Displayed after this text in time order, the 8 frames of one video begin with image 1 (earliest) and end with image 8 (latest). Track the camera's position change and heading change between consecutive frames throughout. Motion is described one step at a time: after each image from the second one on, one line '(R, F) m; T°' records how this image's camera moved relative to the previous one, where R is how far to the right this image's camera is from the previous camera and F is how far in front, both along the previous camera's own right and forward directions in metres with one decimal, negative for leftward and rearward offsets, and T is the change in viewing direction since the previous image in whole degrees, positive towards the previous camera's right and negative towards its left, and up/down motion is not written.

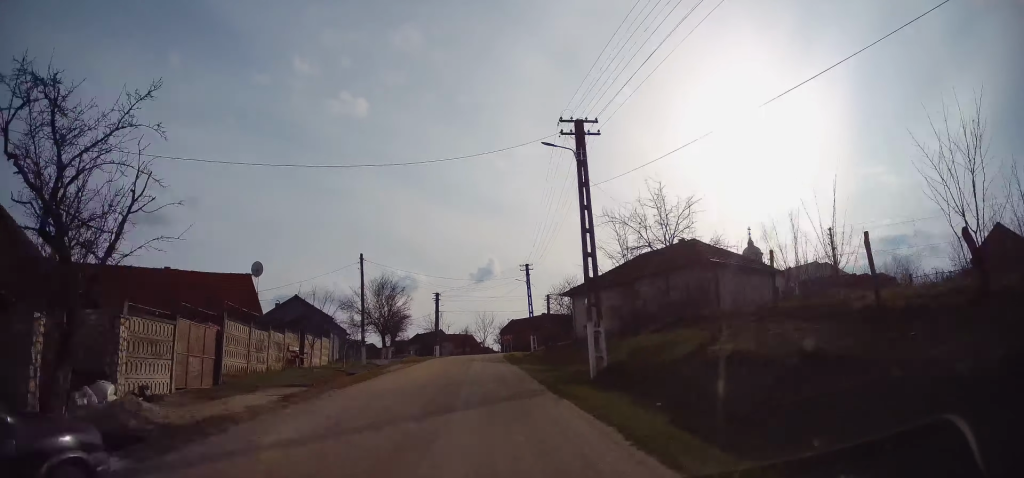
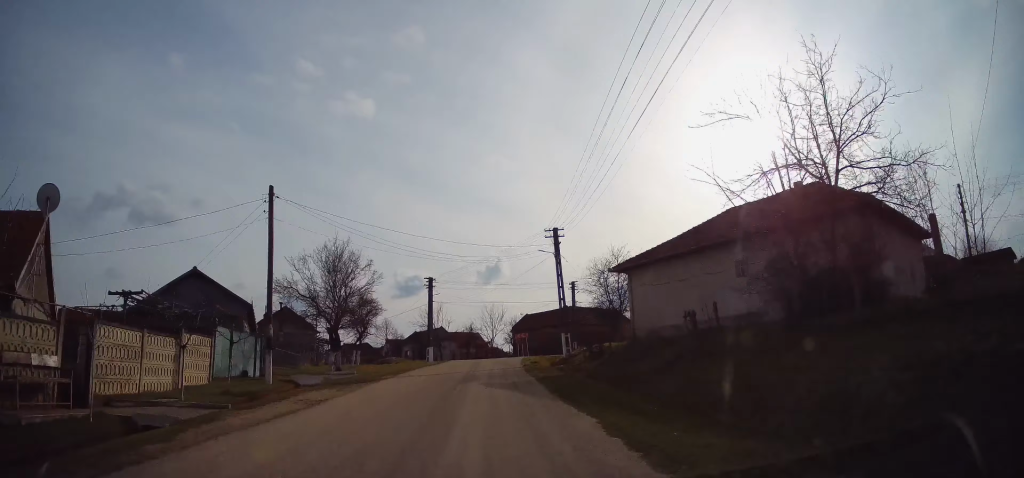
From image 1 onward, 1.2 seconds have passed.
(-0.2, +16.1) m; -2°
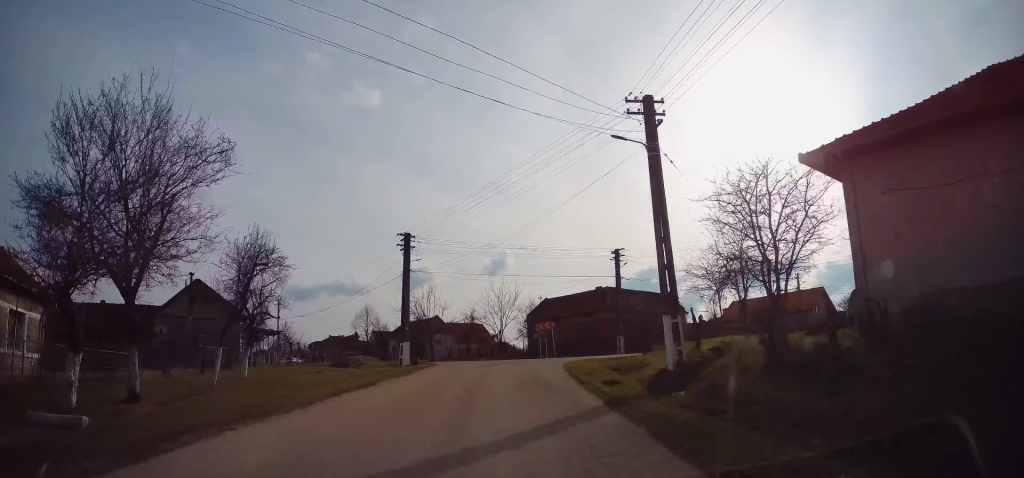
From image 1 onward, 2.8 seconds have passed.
(-0.3, +19.5) m; 0°
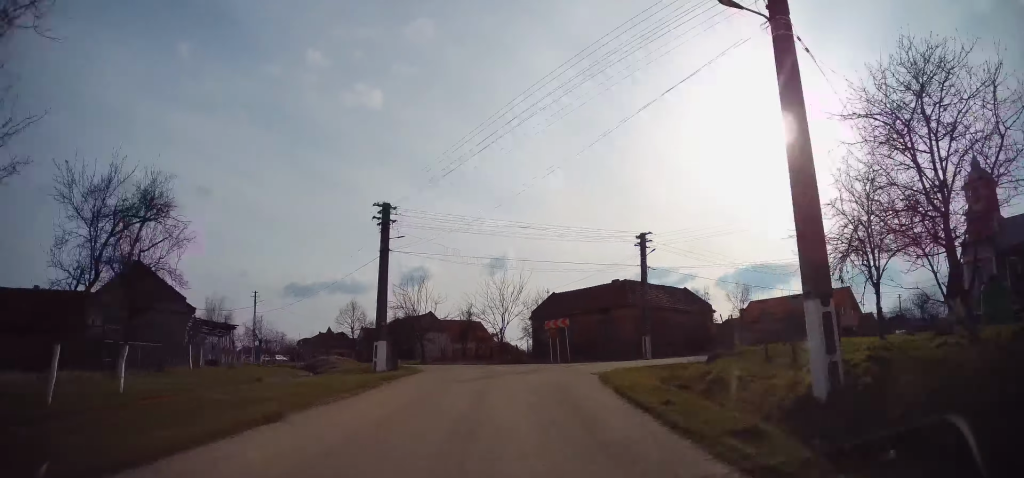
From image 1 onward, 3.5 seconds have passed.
(+0.2, +7.4) m; 0°
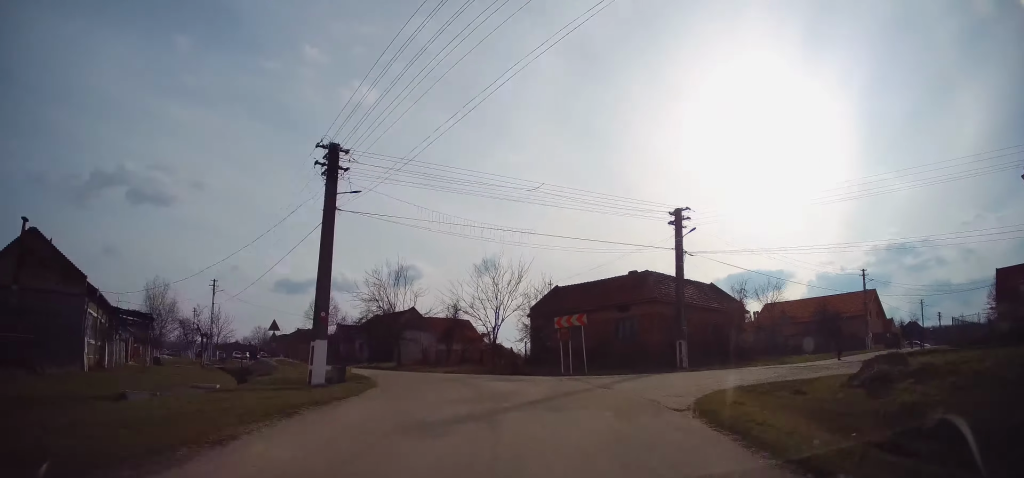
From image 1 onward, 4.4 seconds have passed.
(-0.2, +8.3) m; +2°
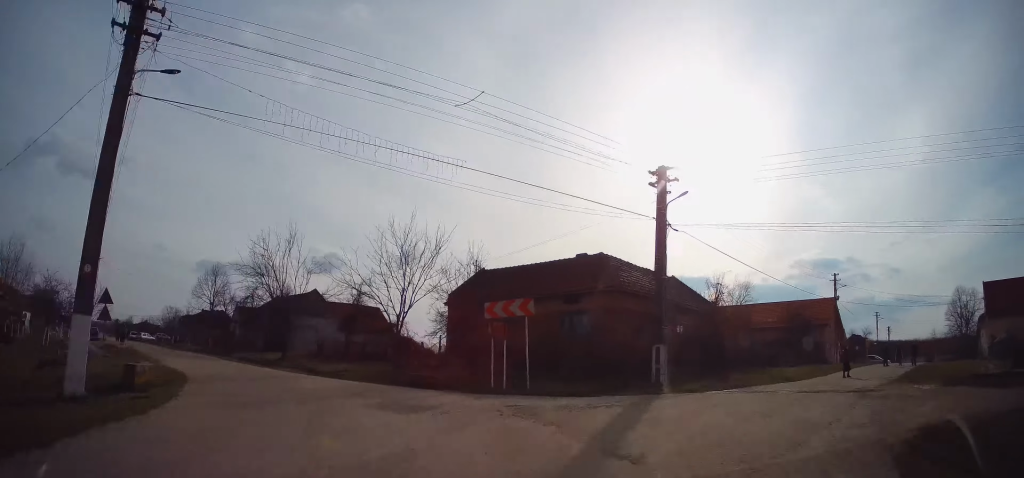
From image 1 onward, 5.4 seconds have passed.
(+0.5, +8.5) m; +7°
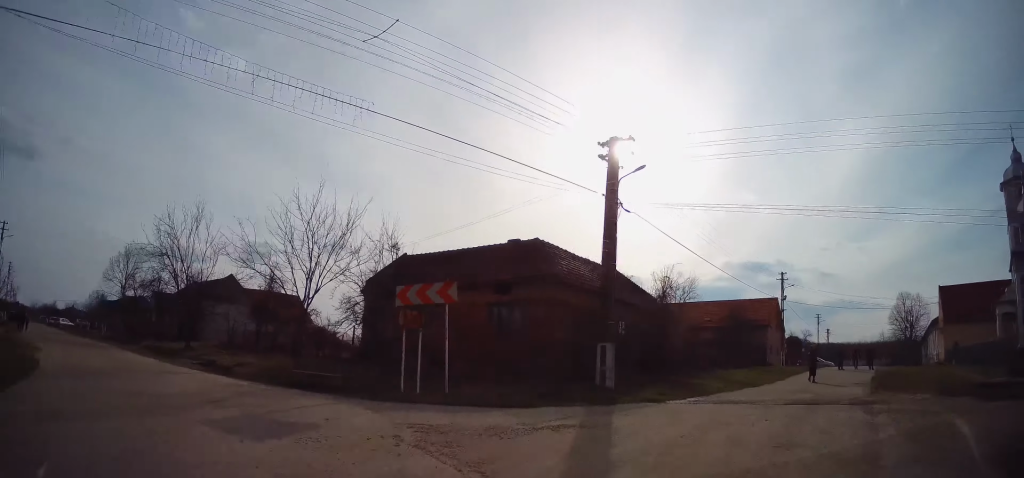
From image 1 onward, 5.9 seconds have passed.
(+0.1, +3.5) m; +5°
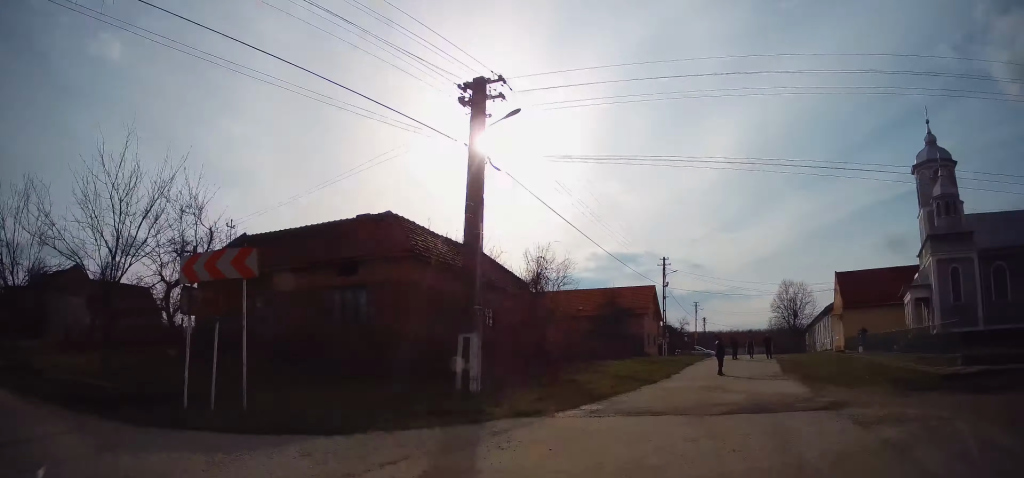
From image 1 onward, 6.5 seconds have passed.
(-0.1, +4.1) m; +10°
